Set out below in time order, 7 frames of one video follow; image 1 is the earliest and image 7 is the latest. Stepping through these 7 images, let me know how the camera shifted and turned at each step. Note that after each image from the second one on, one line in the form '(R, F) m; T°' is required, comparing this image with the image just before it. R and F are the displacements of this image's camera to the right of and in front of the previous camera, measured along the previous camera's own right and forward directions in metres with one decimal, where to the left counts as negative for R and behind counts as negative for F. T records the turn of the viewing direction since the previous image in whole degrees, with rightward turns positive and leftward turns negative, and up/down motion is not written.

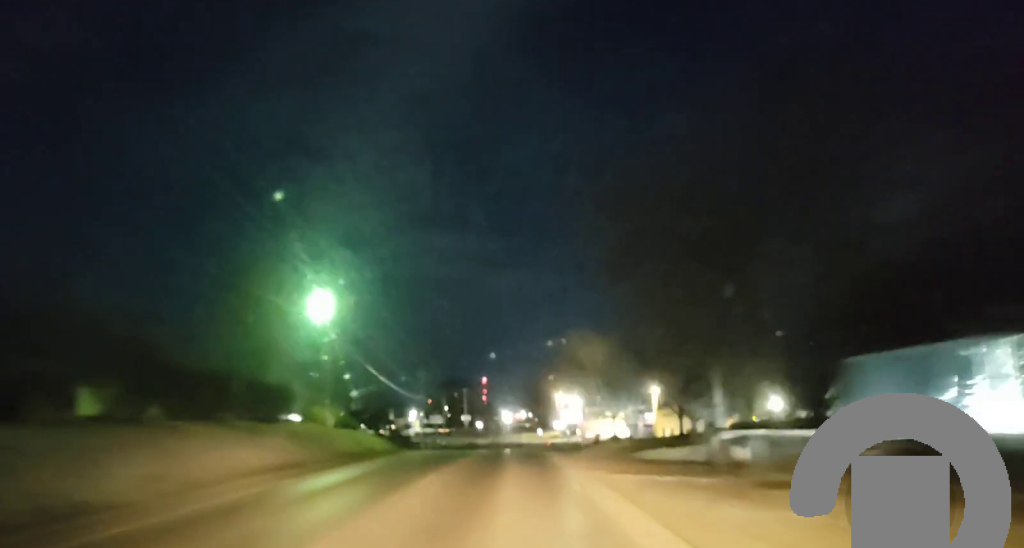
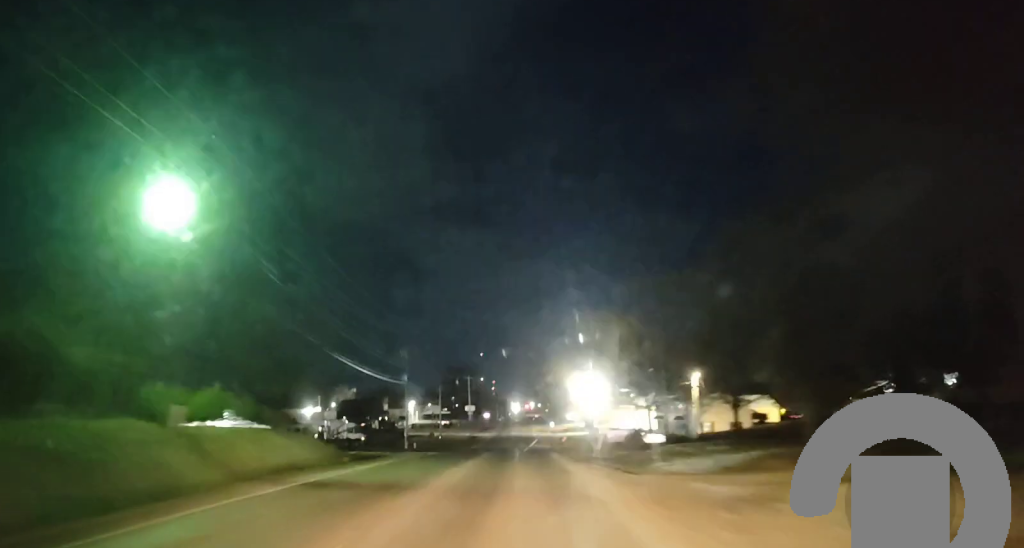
(+0.5, +22.6) m; 0°
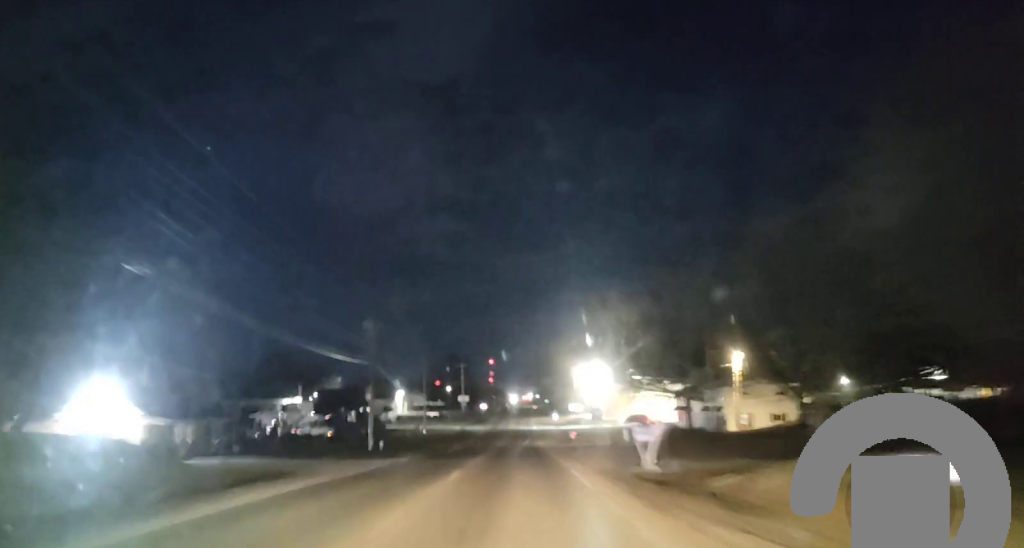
(-0.5, +20.1) m; -2°
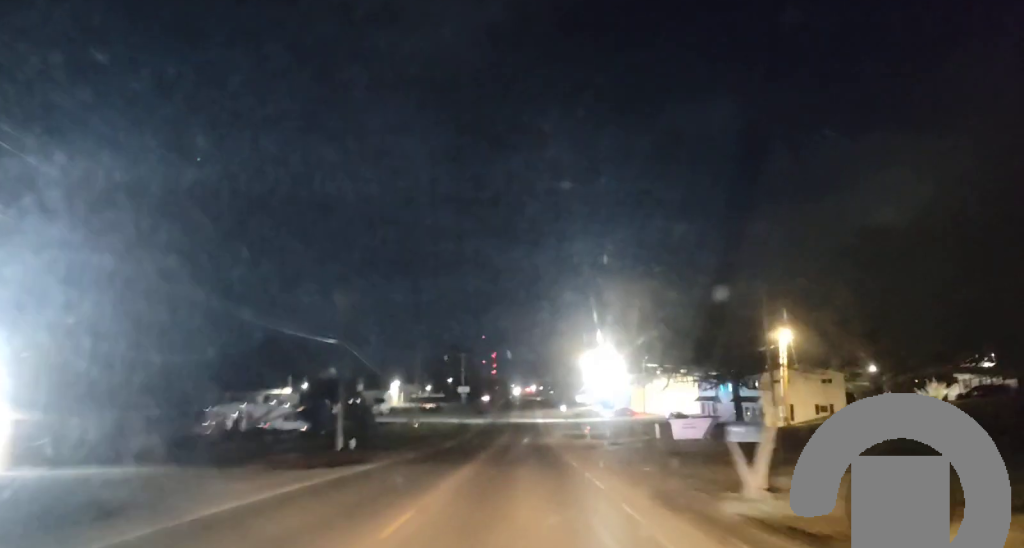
(0.0, +12.3) m; 0°
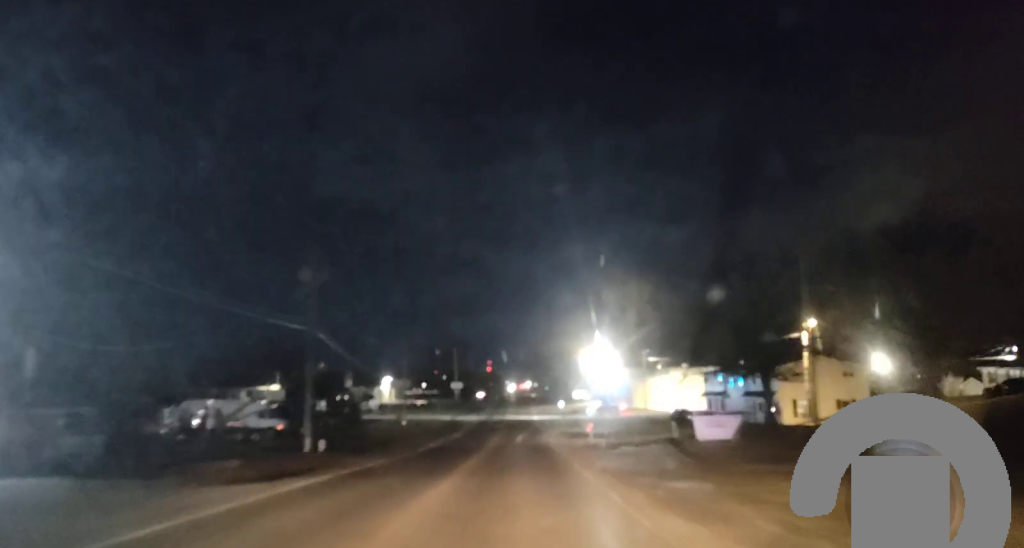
(+0.1, +7.1) m; 0°
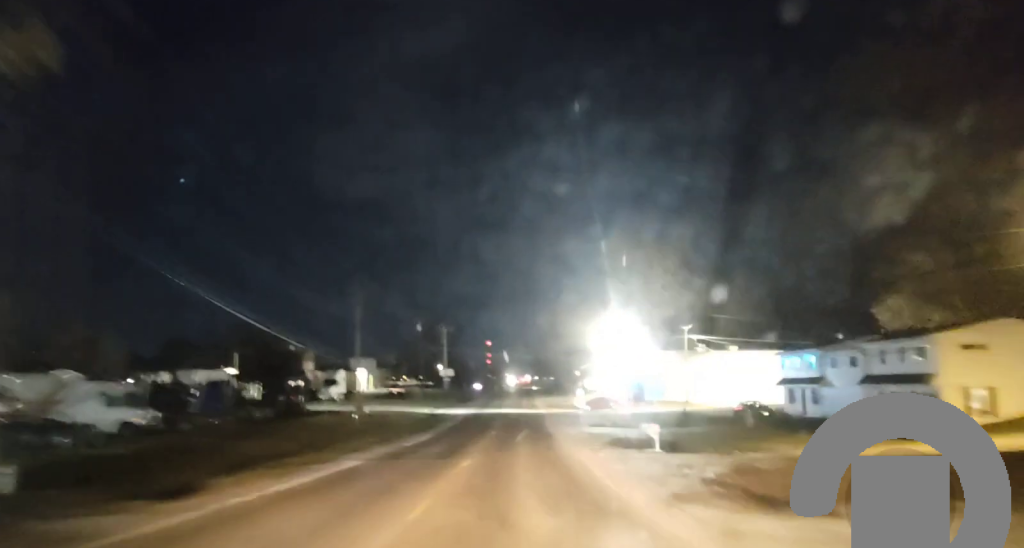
(+0.1, +27.9) m; +1°
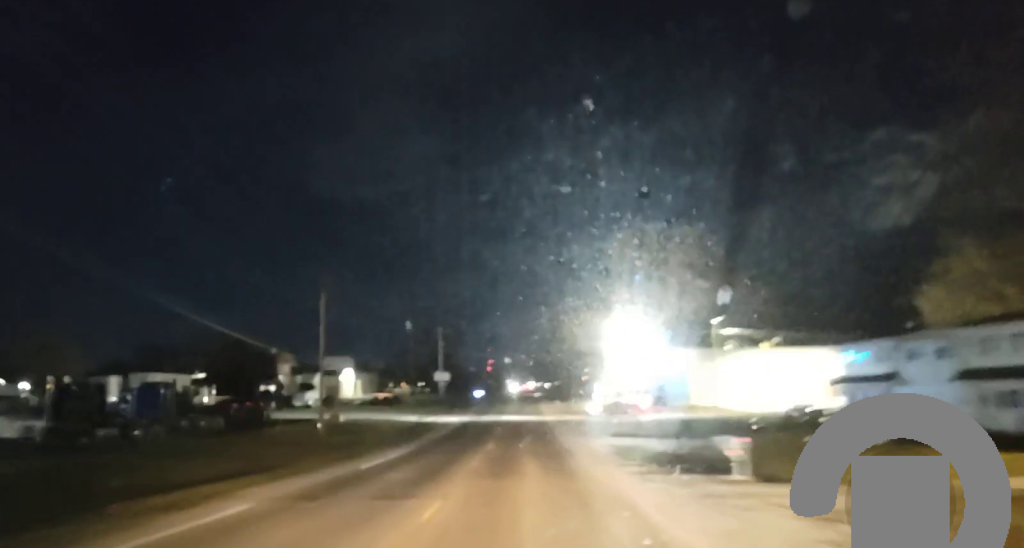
(0.0, +11.0) m; 0°
